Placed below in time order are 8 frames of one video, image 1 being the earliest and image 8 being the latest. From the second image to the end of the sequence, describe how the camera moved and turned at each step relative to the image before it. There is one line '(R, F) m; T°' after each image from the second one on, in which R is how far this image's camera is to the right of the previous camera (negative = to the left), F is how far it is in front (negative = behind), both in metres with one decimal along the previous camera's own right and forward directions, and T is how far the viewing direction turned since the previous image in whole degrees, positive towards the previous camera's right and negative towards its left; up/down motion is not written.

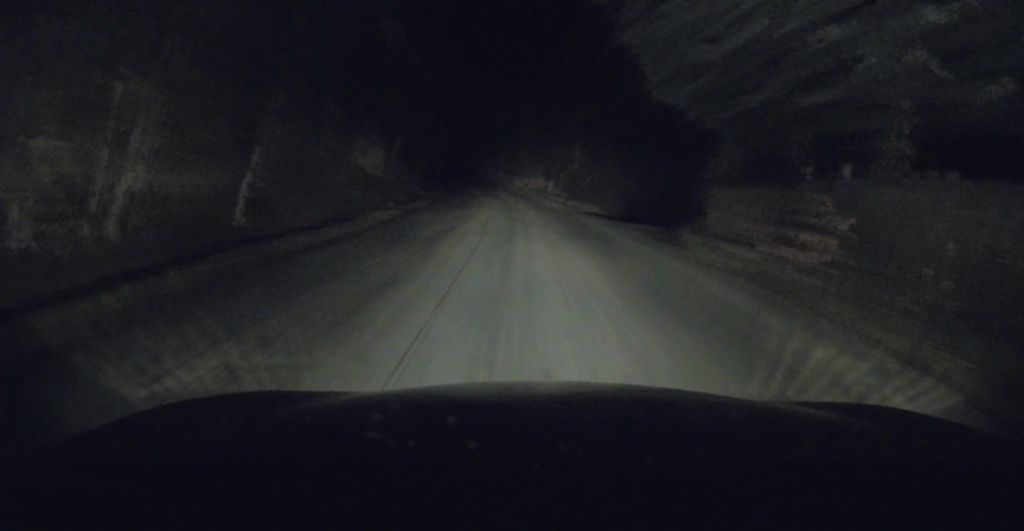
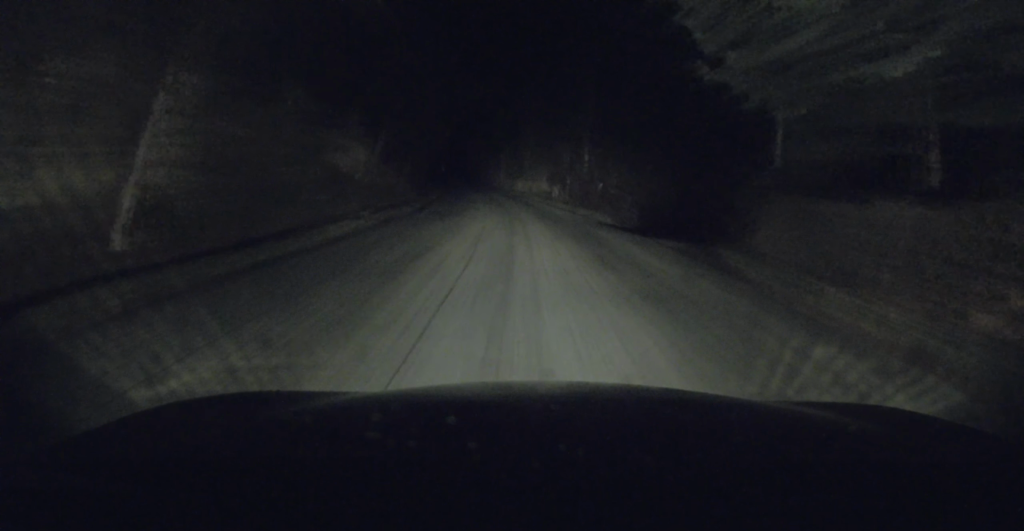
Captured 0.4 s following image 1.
(0.0, +4.0) m; 0°
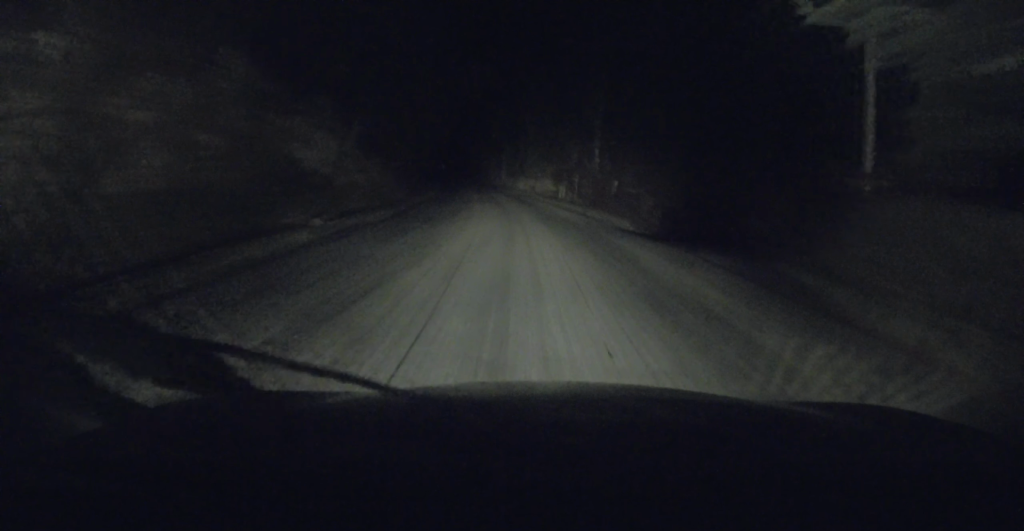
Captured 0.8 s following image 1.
(0.0, +4.4) m; 0°
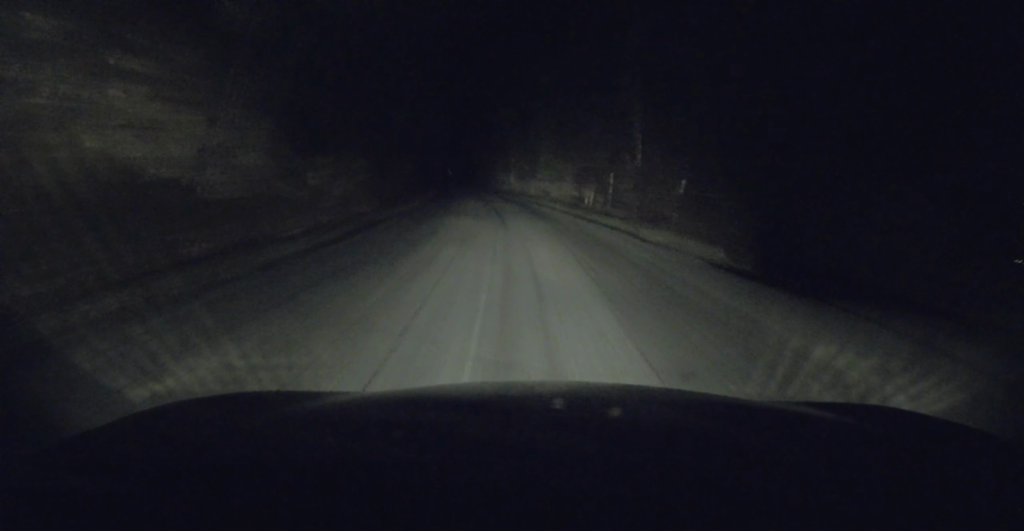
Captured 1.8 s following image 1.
(0.0, +9.8) m; -2°
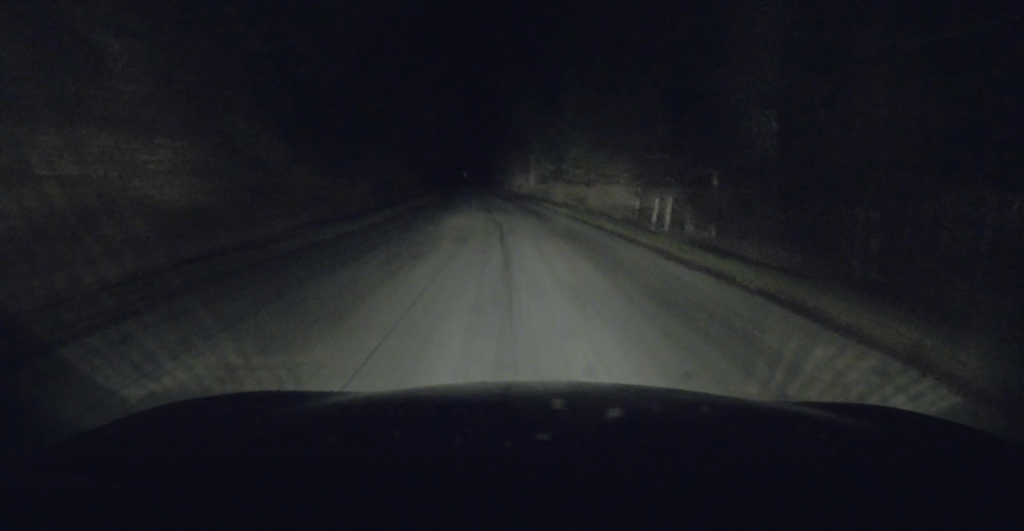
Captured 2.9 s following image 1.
(-0.4, +12.1) m; -4°
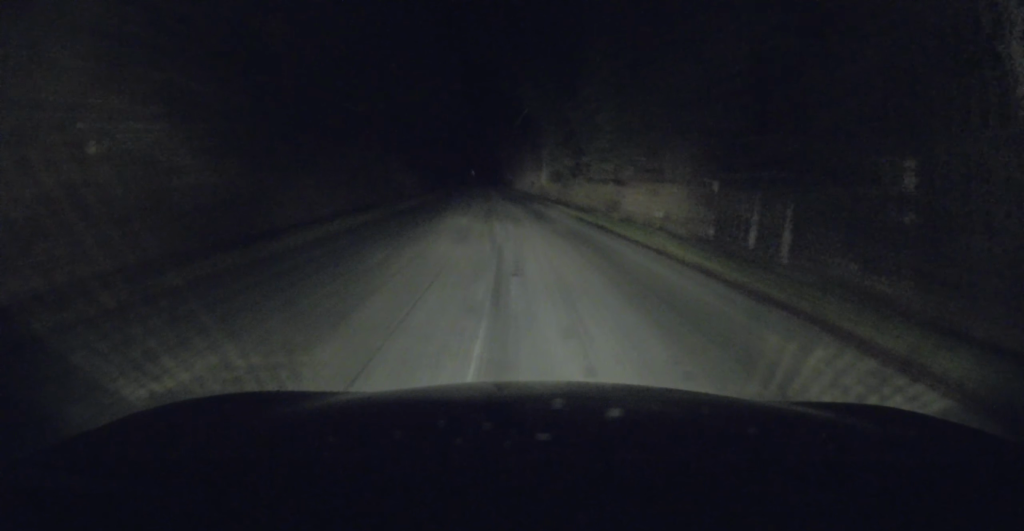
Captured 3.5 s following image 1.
(-0.2, +7.3) m; 0°
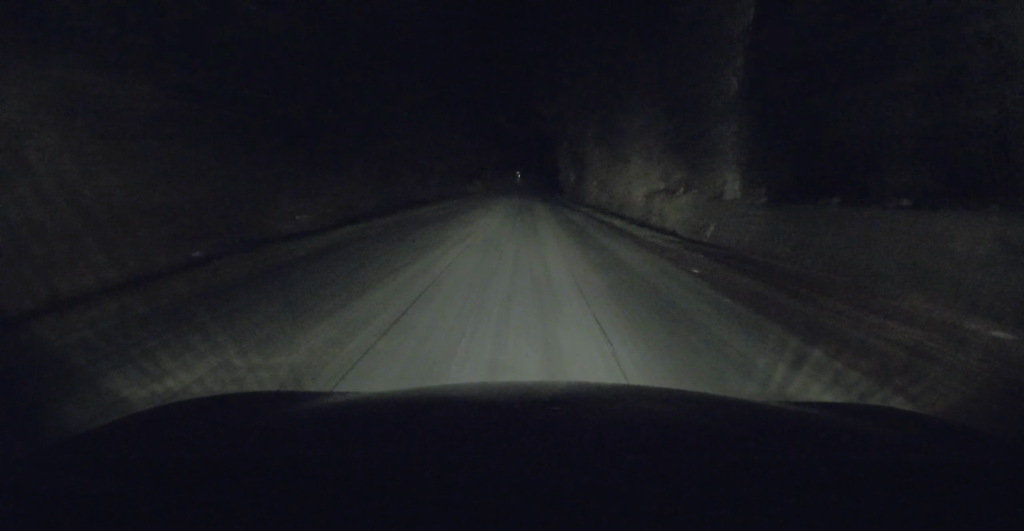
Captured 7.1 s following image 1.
(-0.3, +41.0) m; -1°
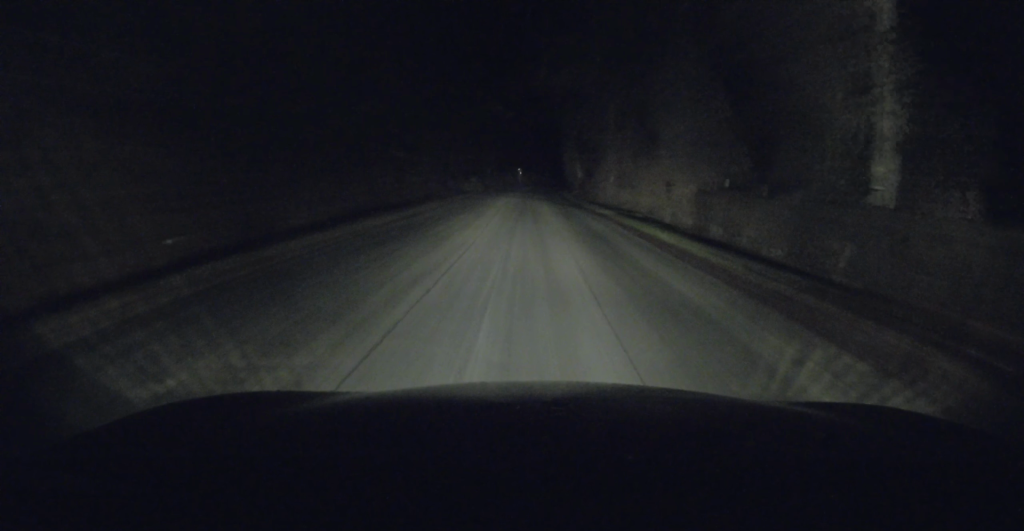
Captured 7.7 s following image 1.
(-0.1, +6.8) m; 0°
